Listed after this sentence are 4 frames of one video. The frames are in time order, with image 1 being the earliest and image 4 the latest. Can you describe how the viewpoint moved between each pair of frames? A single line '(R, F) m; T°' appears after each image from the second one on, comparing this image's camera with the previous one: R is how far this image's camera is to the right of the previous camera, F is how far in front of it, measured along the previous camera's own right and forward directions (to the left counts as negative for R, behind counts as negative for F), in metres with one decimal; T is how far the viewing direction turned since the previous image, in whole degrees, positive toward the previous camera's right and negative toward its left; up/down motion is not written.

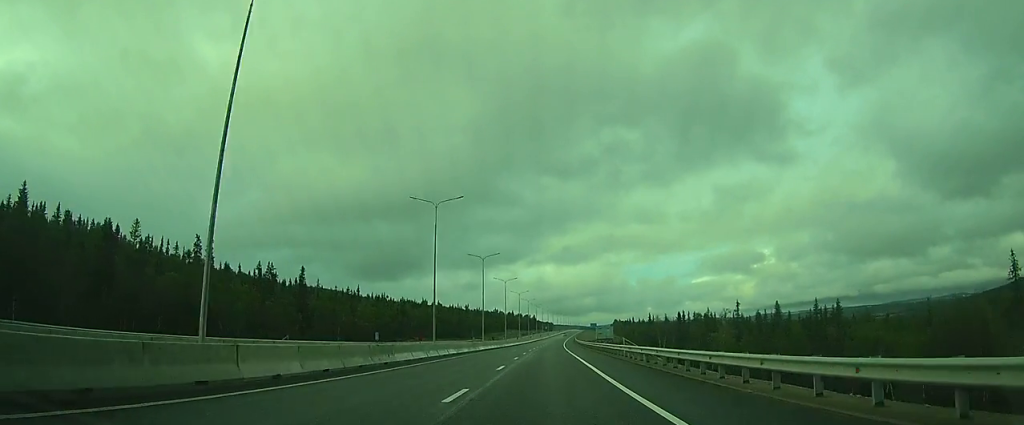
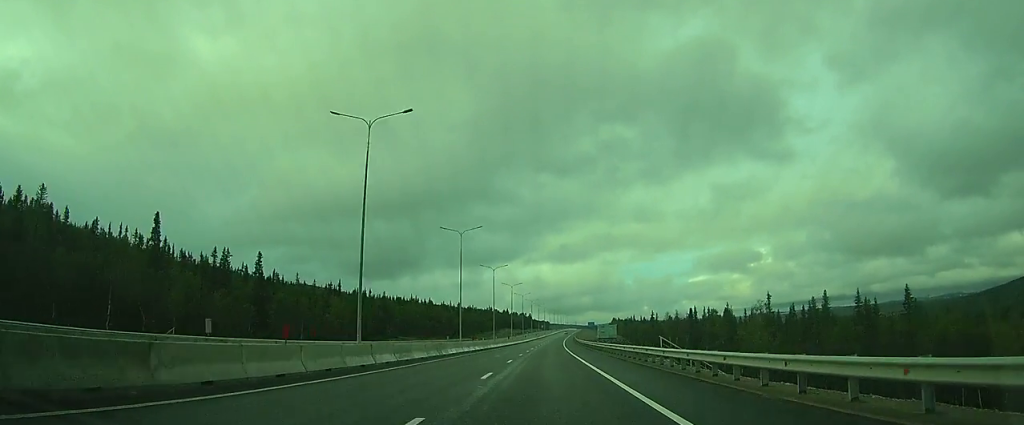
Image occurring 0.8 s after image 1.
(+0.2, +17.0) m; +1°
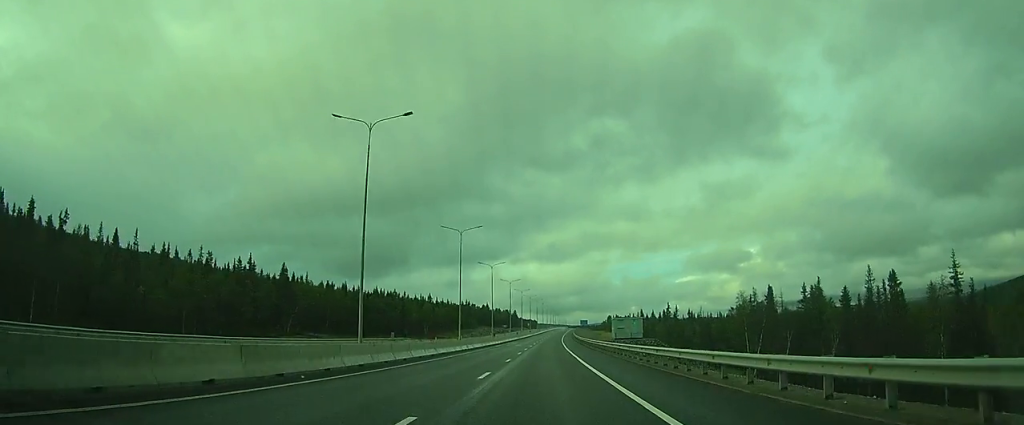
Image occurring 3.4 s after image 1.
(+0.8, +58.0) m; +2°
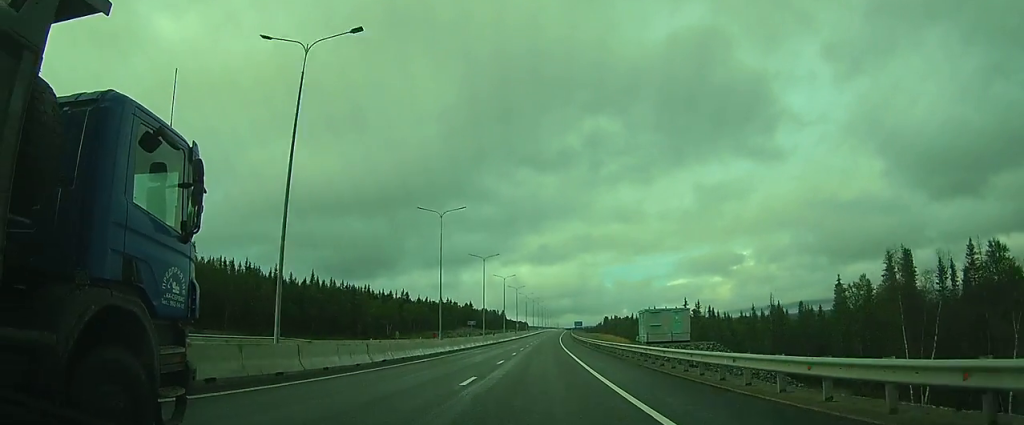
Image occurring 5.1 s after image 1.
(+0.3, +37.8) m; +1°
